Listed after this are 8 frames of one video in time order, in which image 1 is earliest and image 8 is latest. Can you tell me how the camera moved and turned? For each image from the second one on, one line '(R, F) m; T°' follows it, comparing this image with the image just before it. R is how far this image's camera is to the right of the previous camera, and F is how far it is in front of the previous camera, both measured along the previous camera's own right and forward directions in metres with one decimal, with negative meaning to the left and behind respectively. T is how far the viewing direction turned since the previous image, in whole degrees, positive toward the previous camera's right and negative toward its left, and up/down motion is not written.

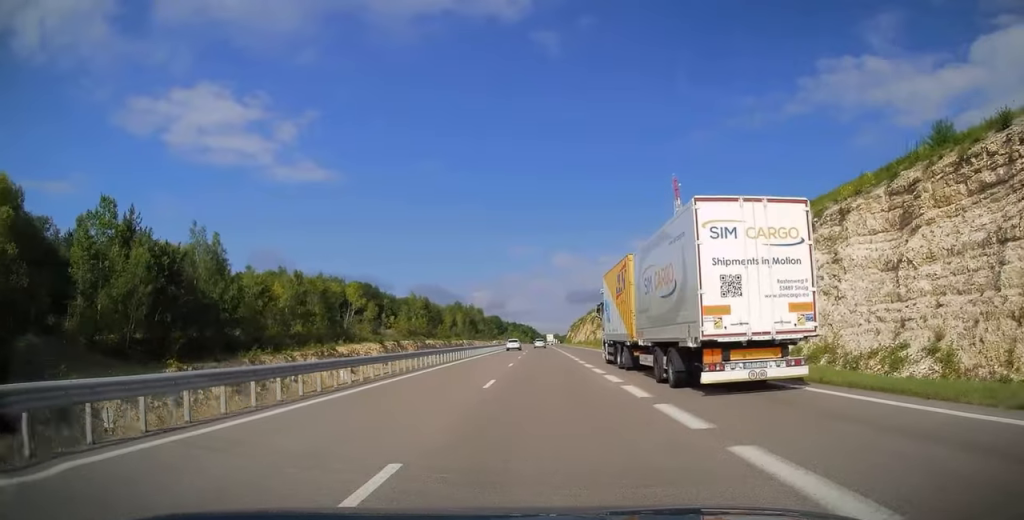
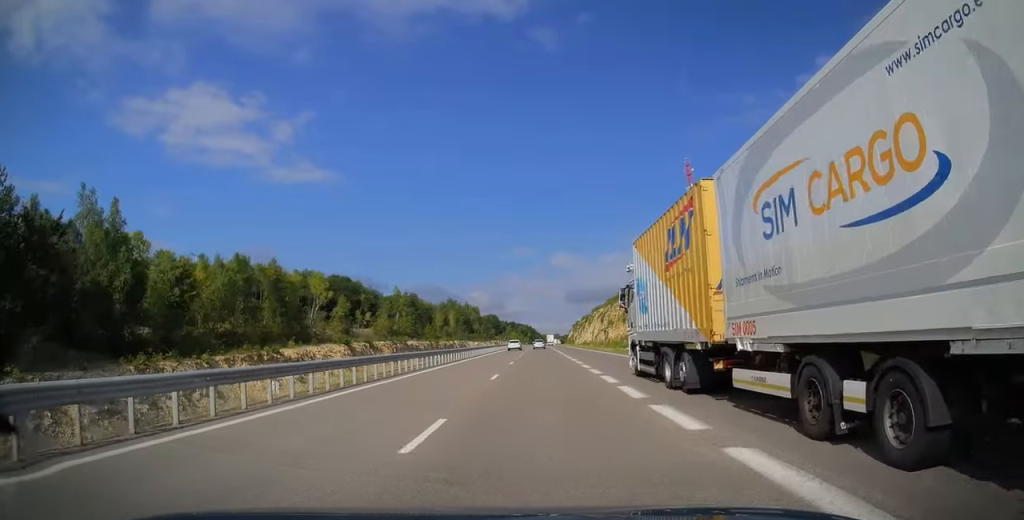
(-0.1, +22.9) m; 0°
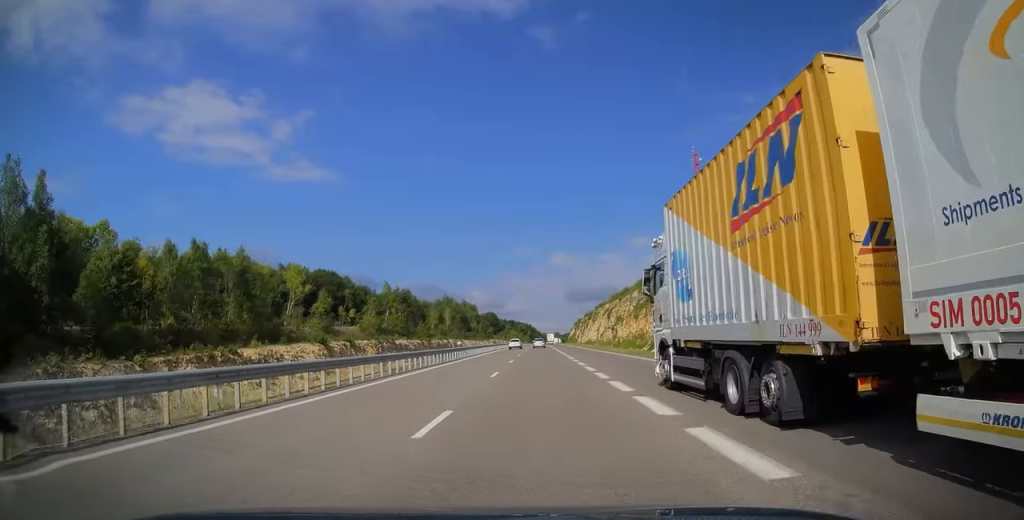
(0.0, +12.2) m; 0°
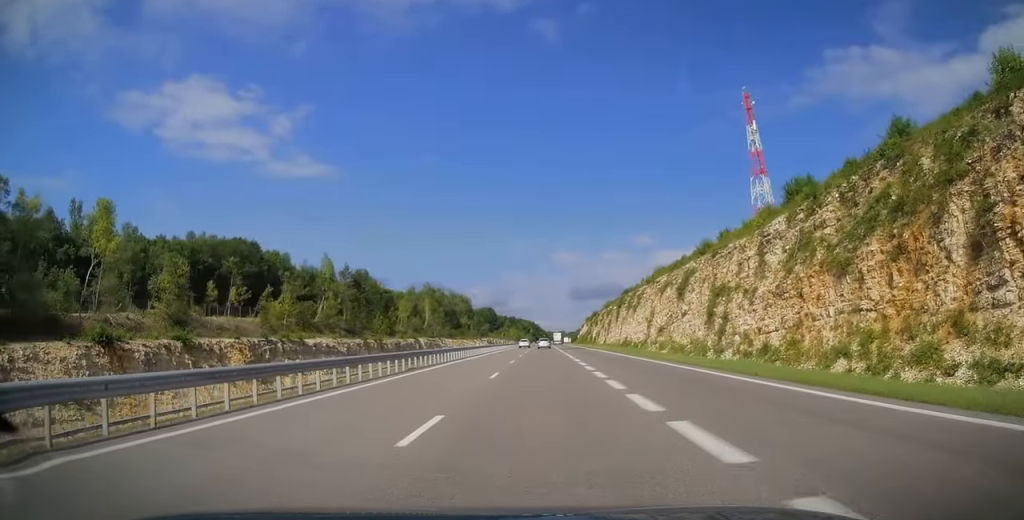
(+0.7, +53.4) m; +1°
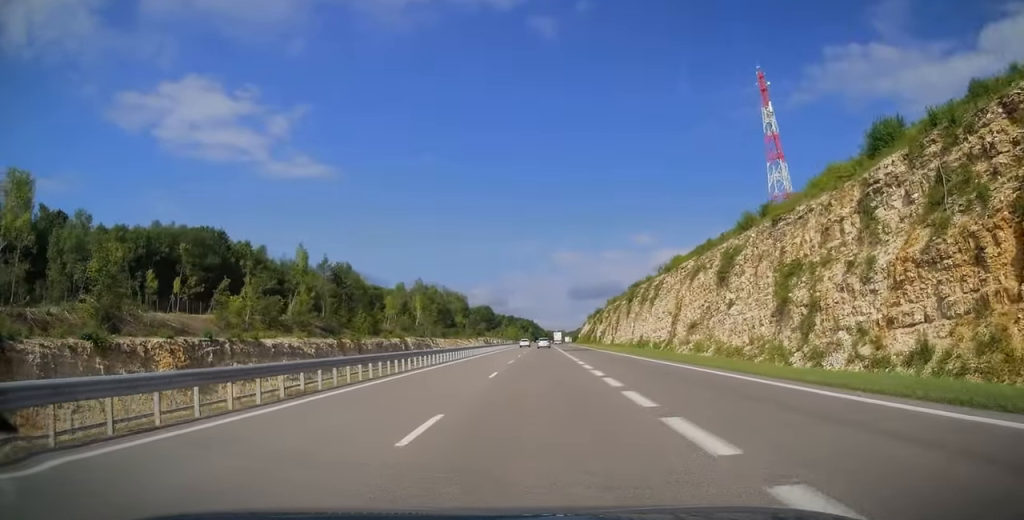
(-0.1, +13.0) m; 0°
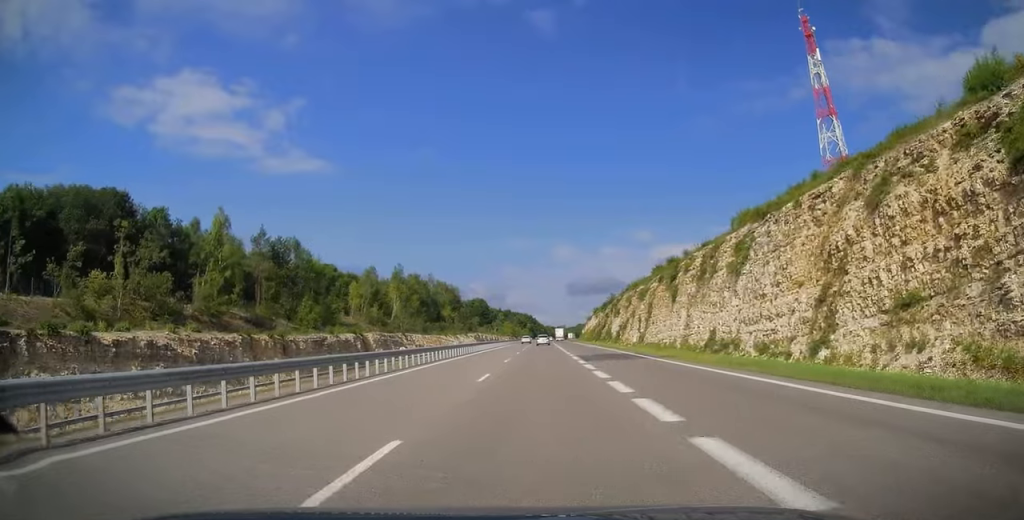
(-0.3, +29.2) m; 0°
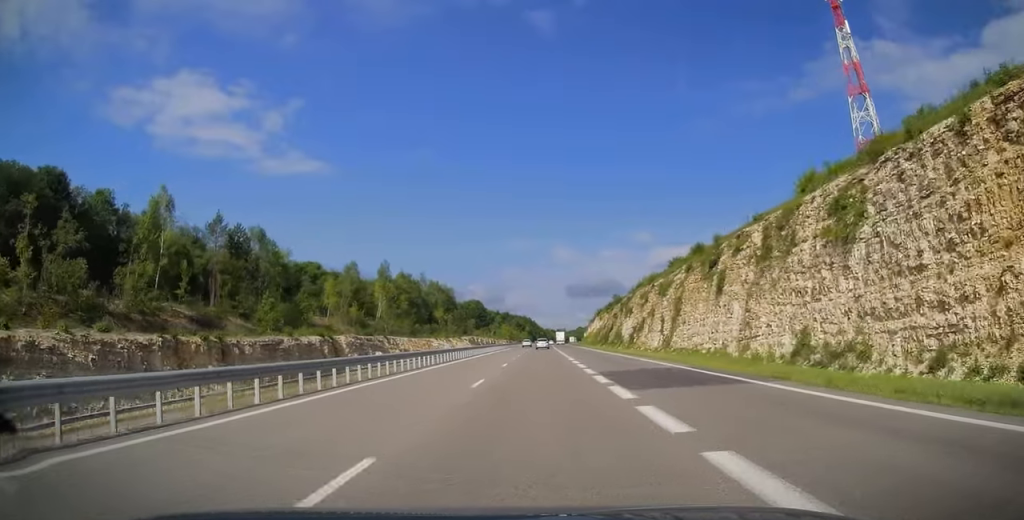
(-0.1, +14.4) m; 0°
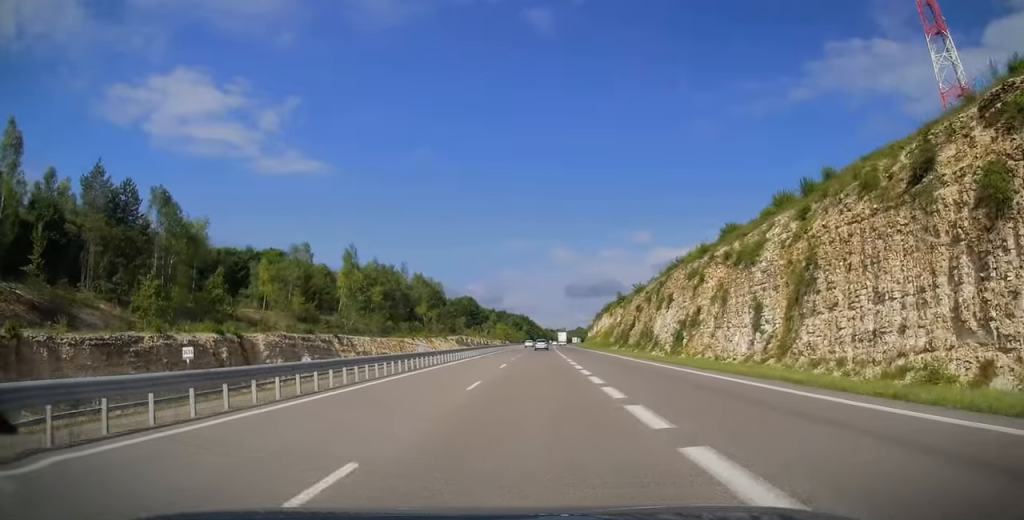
(+0.3, +26.8) m; 0°
